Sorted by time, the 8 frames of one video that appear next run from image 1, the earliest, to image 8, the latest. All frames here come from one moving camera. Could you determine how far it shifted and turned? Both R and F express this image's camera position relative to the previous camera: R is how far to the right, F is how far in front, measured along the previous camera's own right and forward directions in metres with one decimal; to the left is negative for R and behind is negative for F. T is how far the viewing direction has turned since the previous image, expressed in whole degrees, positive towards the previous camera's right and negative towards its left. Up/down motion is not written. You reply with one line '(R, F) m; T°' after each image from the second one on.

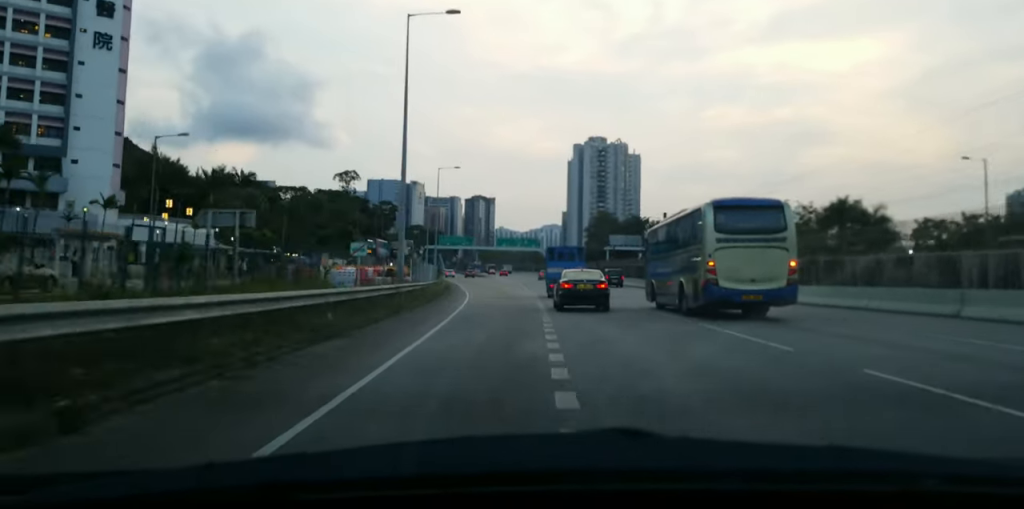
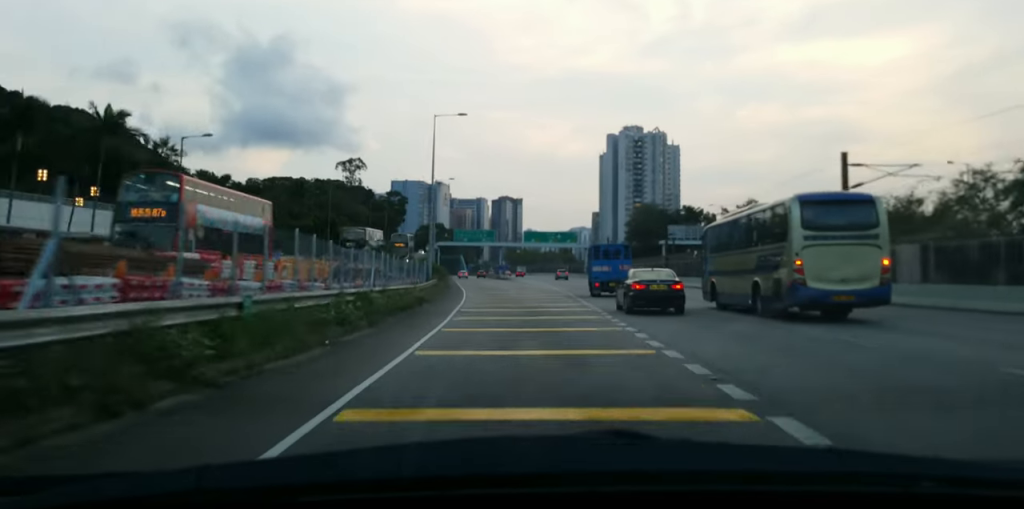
(-0.8, +35.0) m; -1°
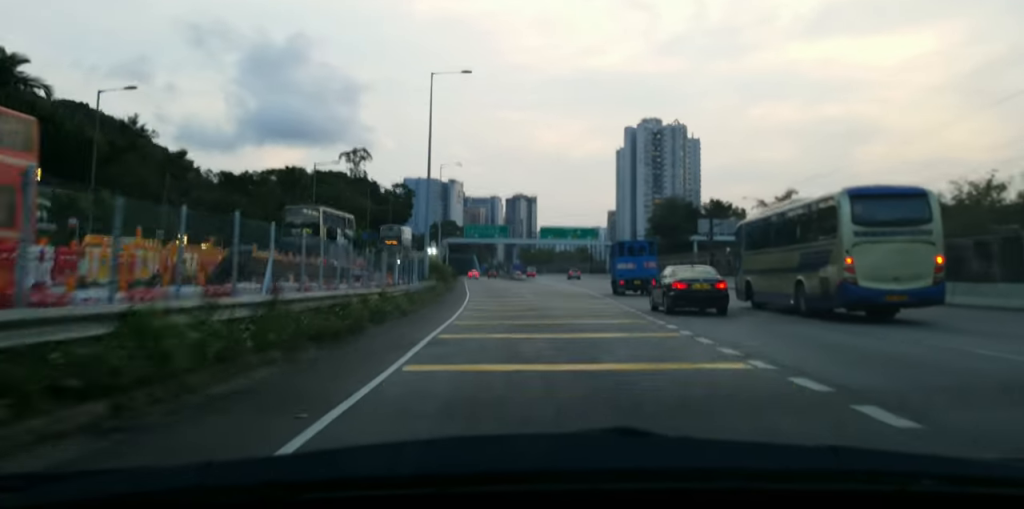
(+0.3, +13.5) m; -1°
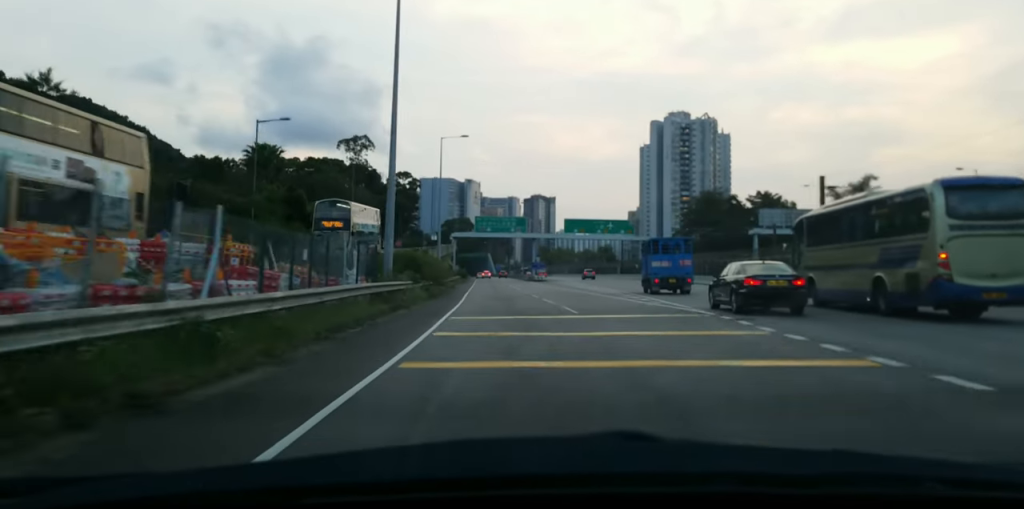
(-1.1, +22.7) m; -3°
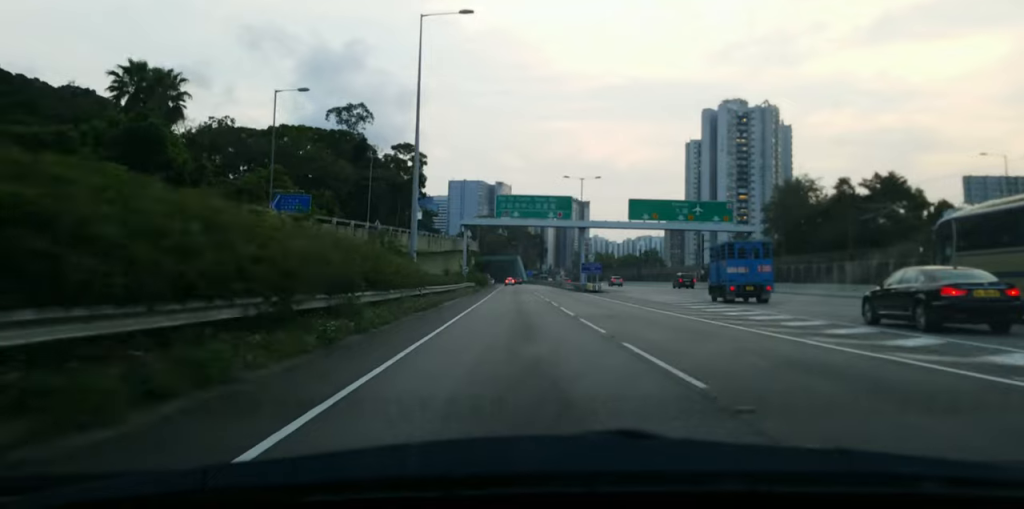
(-1.3, +39.9) m; -3°
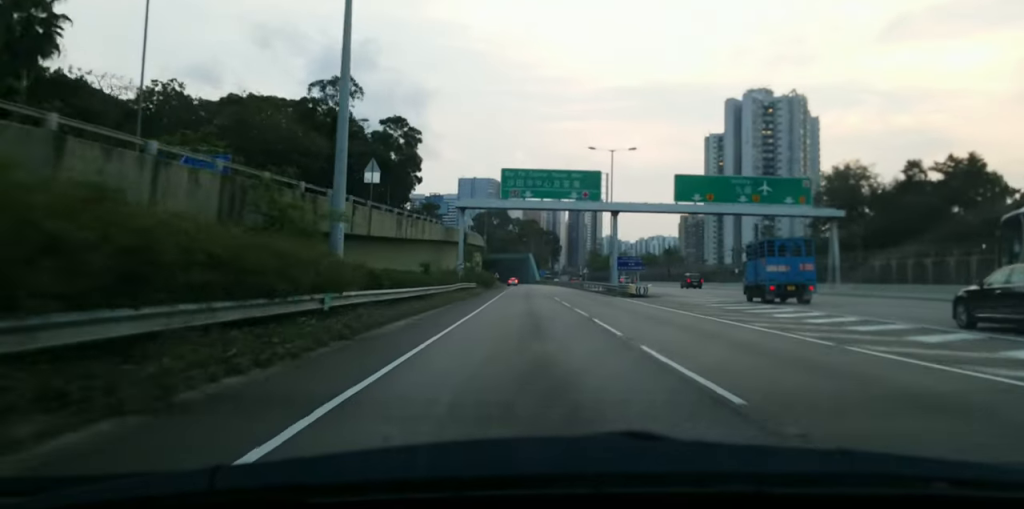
(+0.4, +18.6) m; 0°
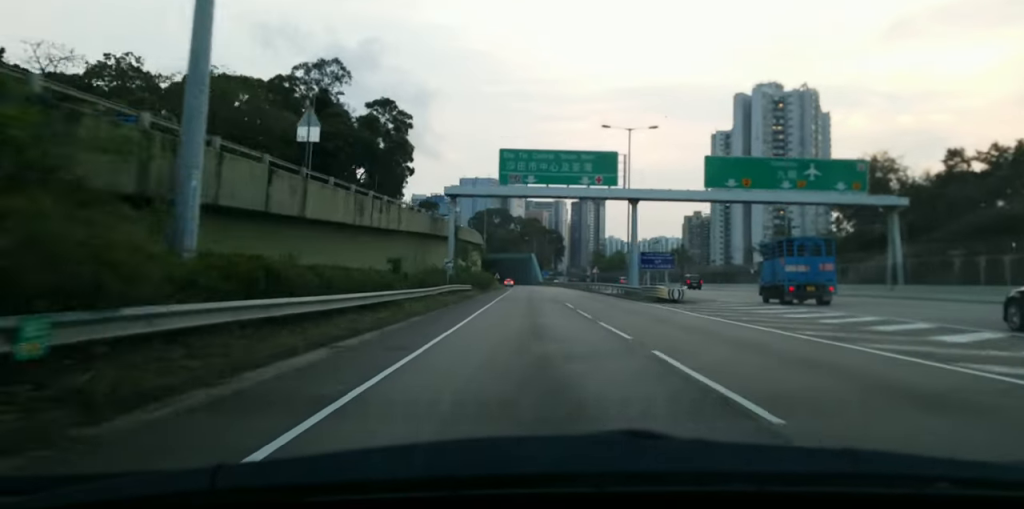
(-0.1, +10.2) m; 0°
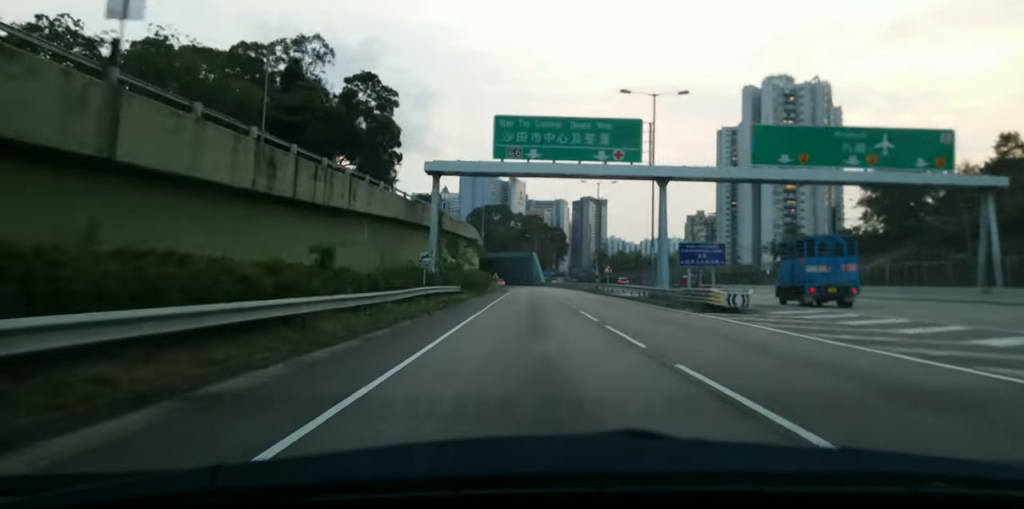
(-0.1, +10.2) m; -1°
